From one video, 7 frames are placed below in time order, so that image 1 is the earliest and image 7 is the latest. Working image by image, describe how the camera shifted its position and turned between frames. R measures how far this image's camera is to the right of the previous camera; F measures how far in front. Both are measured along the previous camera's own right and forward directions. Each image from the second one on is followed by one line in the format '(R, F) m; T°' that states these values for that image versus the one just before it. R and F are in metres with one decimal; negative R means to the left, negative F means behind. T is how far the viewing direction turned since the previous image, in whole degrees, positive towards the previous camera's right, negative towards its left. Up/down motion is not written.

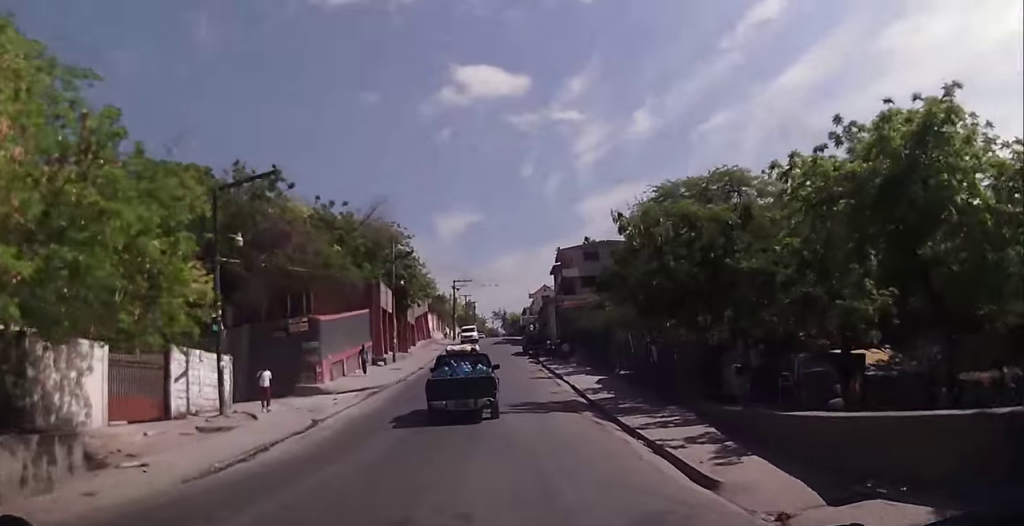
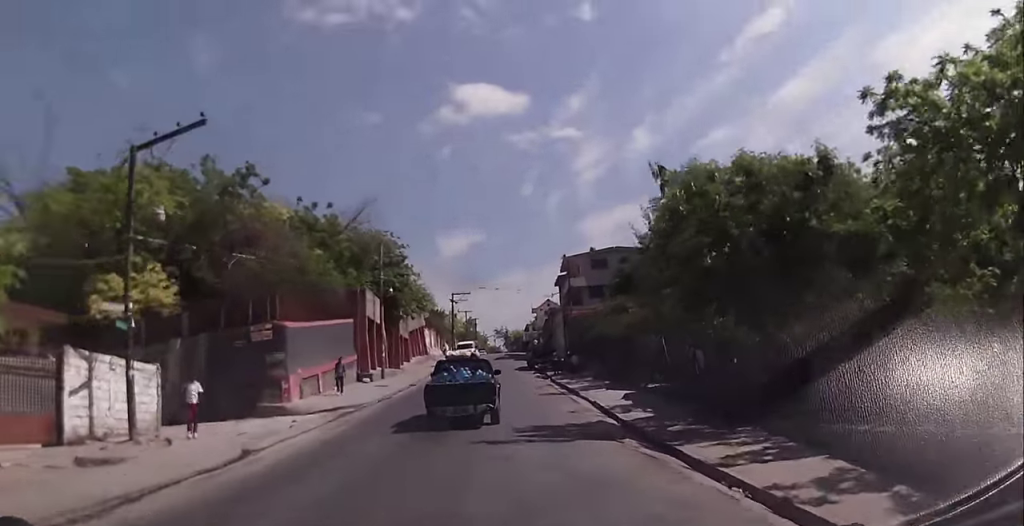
(0.0, +5.4) m; -1°
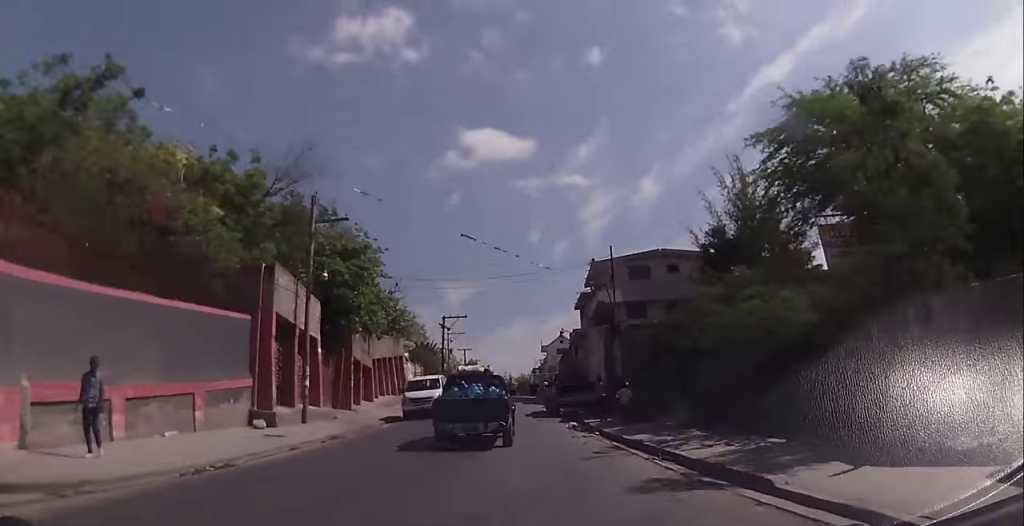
(-0.2, +17.8) m; 0°
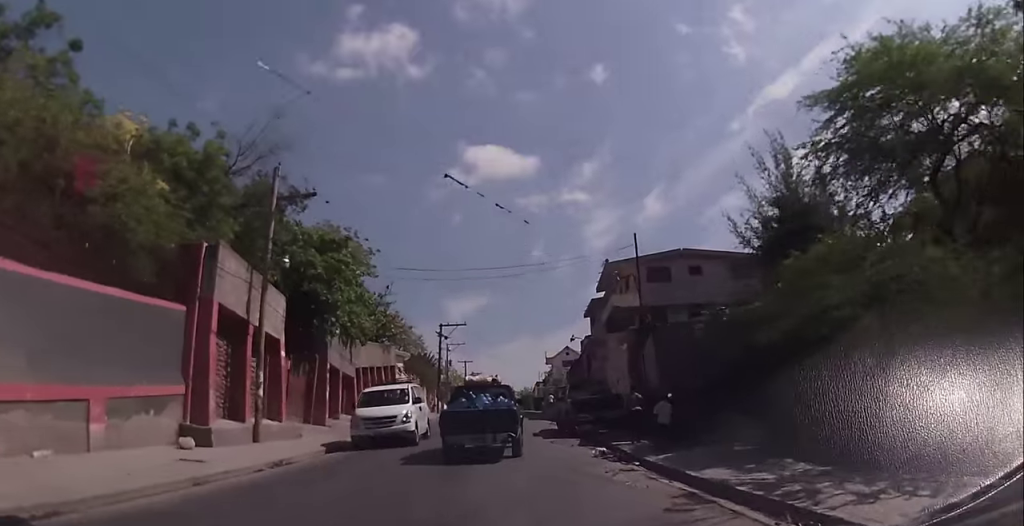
(+0.1, +5.5) m; 0°
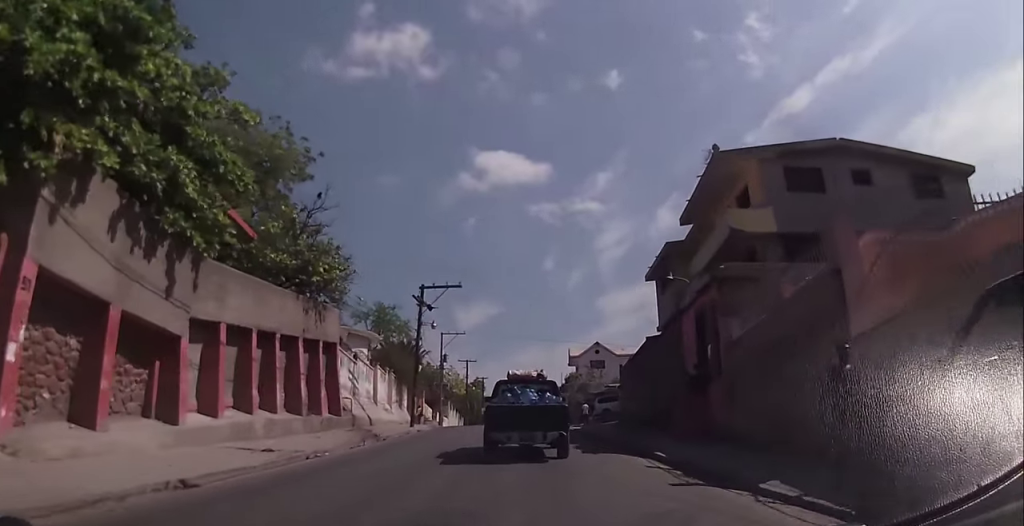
(-0.7, +21.8) m; -1°
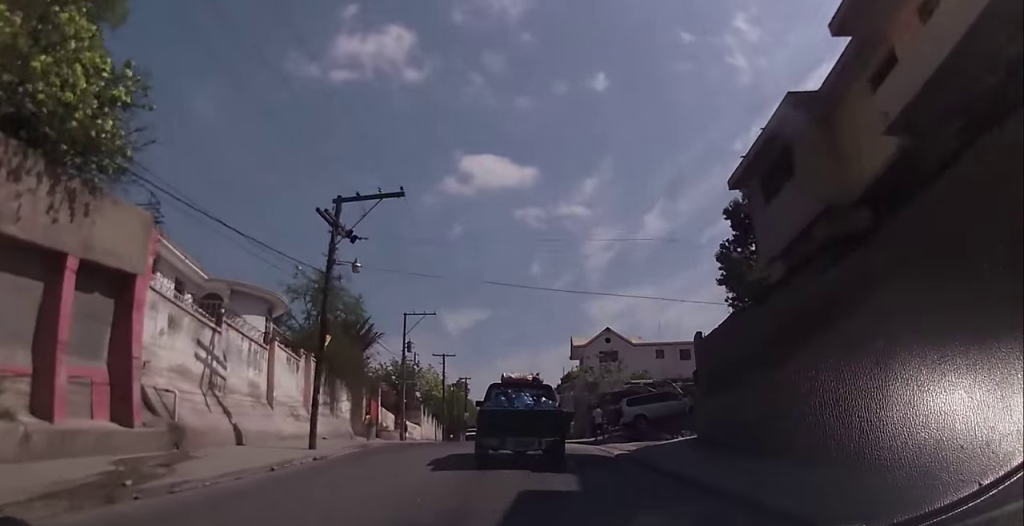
(+0.5, +17.2) m; +1°
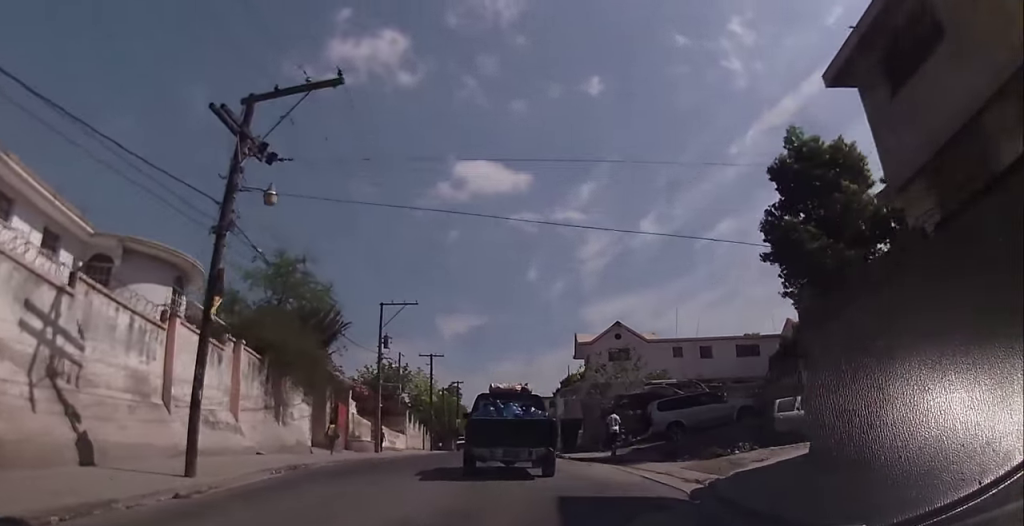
(-0.1, +7.8) m; -1°
